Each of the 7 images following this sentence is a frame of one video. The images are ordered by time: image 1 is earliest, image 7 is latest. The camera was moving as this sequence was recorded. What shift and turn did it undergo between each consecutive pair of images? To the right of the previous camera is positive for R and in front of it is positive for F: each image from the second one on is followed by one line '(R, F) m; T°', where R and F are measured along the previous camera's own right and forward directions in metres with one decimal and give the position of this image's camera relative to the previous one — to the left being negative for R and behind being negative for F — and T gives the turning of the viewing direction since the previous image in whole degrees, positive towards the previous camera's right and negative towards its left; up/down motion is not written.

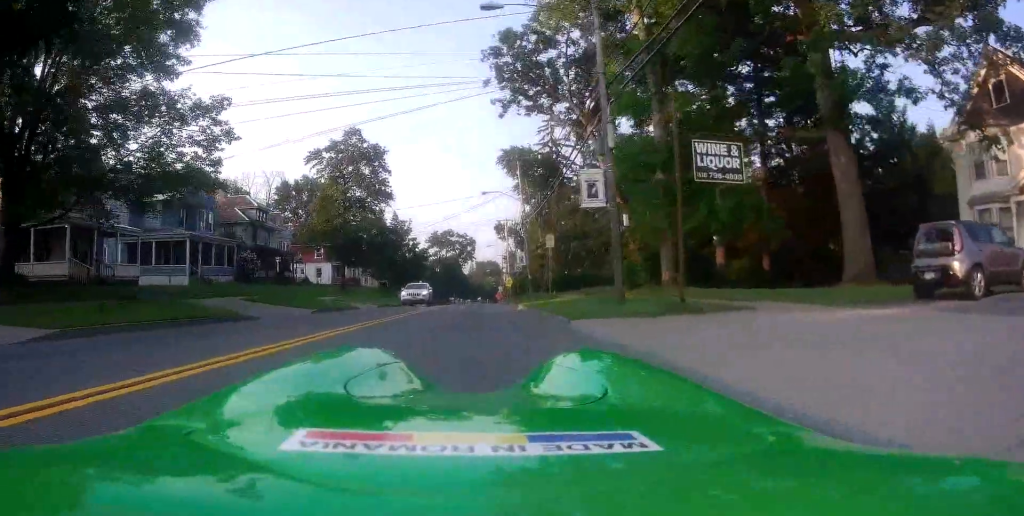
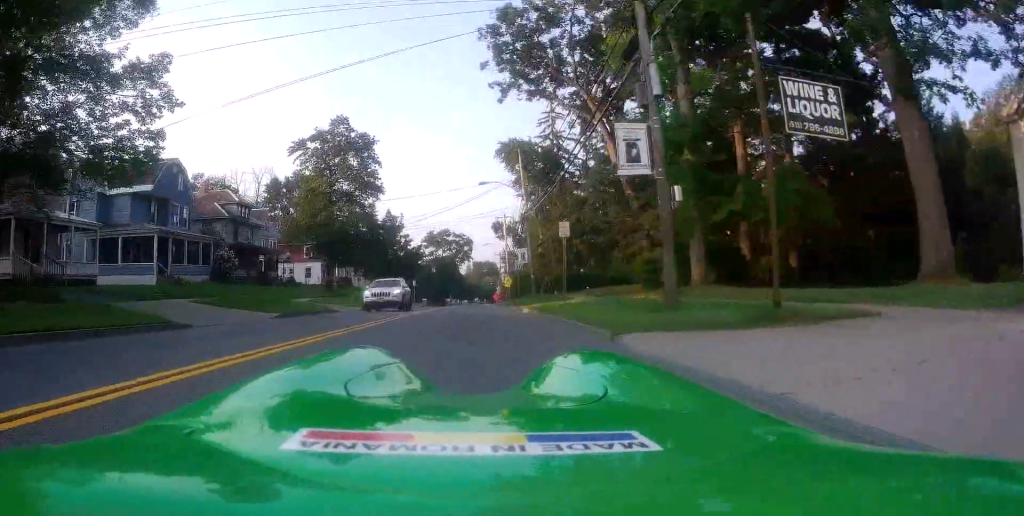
(0.0, +4.1) m; 0°
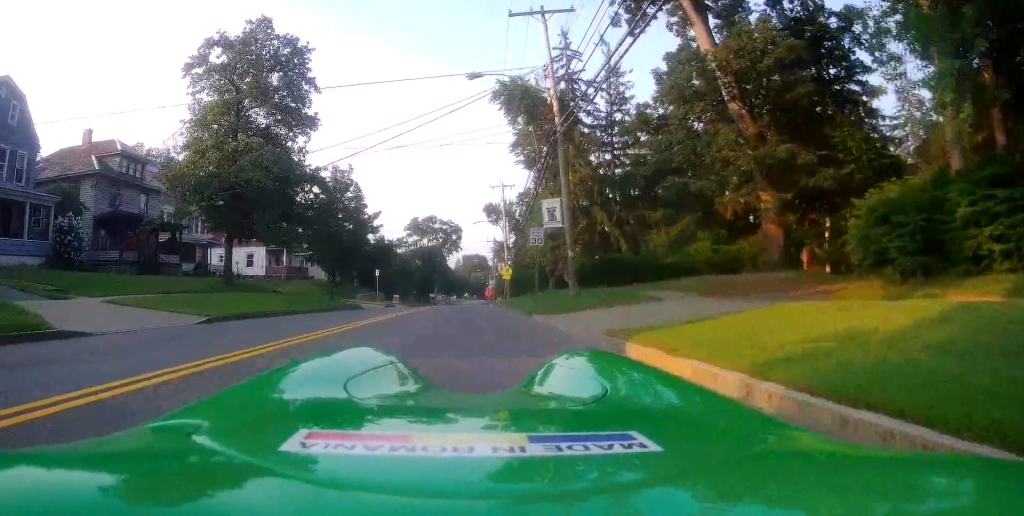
(0.0, +19.2) m; +1°
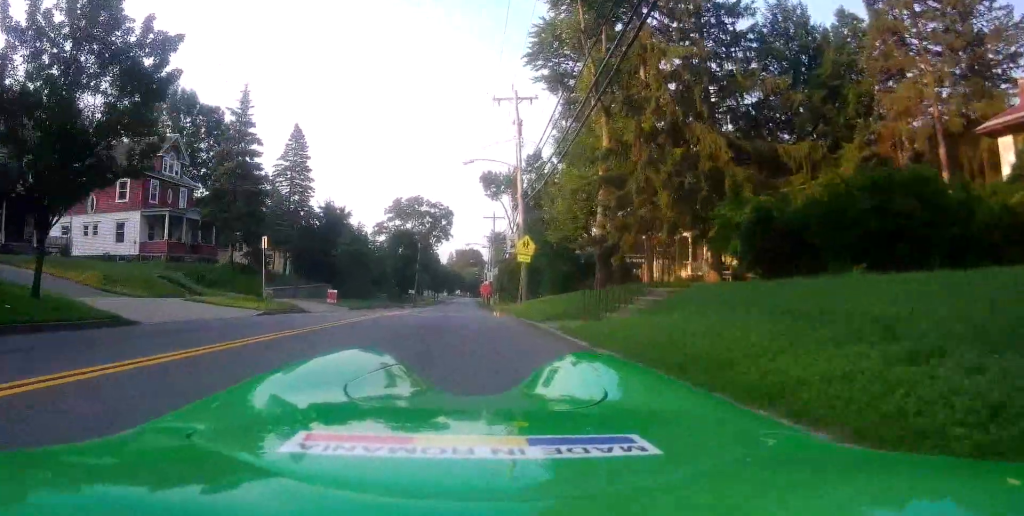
(+1.3, +23.9) m; +4°
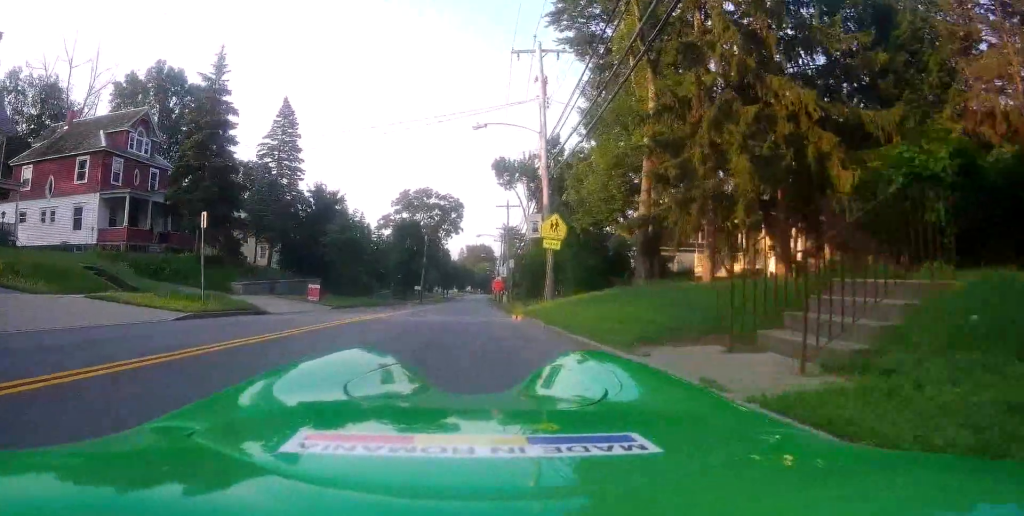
(0.0, +6.2) m; -2°
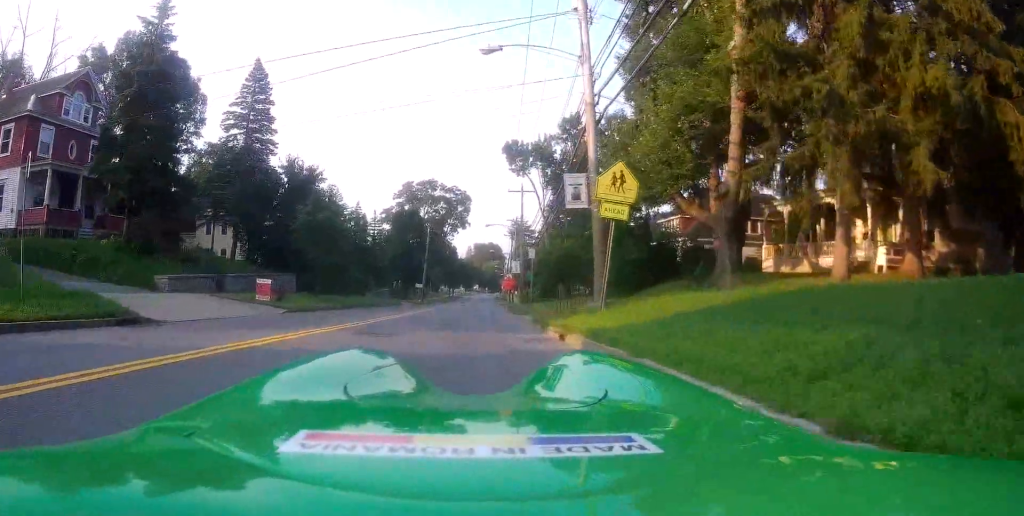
(-0.2, +8.3) m; -2°
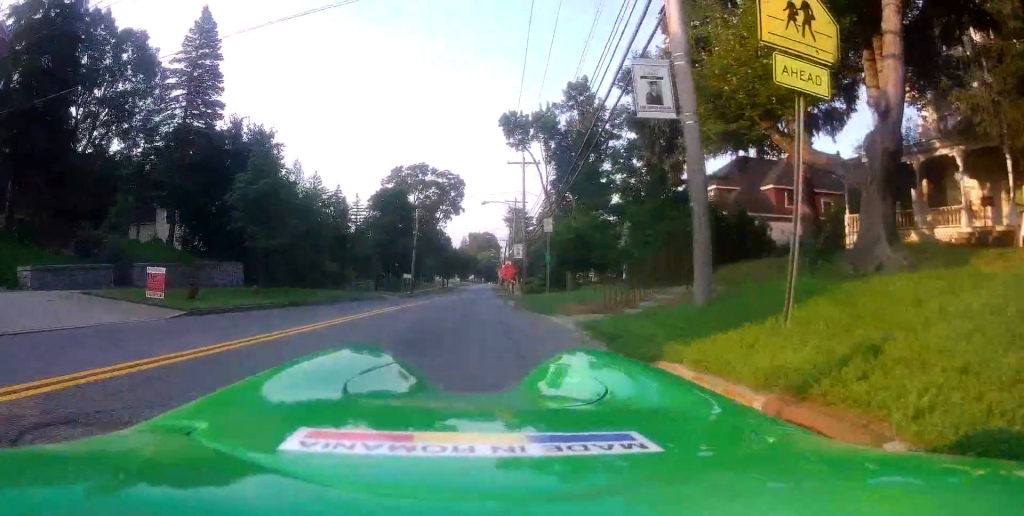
(-0.2, +7.6) m; -1°
